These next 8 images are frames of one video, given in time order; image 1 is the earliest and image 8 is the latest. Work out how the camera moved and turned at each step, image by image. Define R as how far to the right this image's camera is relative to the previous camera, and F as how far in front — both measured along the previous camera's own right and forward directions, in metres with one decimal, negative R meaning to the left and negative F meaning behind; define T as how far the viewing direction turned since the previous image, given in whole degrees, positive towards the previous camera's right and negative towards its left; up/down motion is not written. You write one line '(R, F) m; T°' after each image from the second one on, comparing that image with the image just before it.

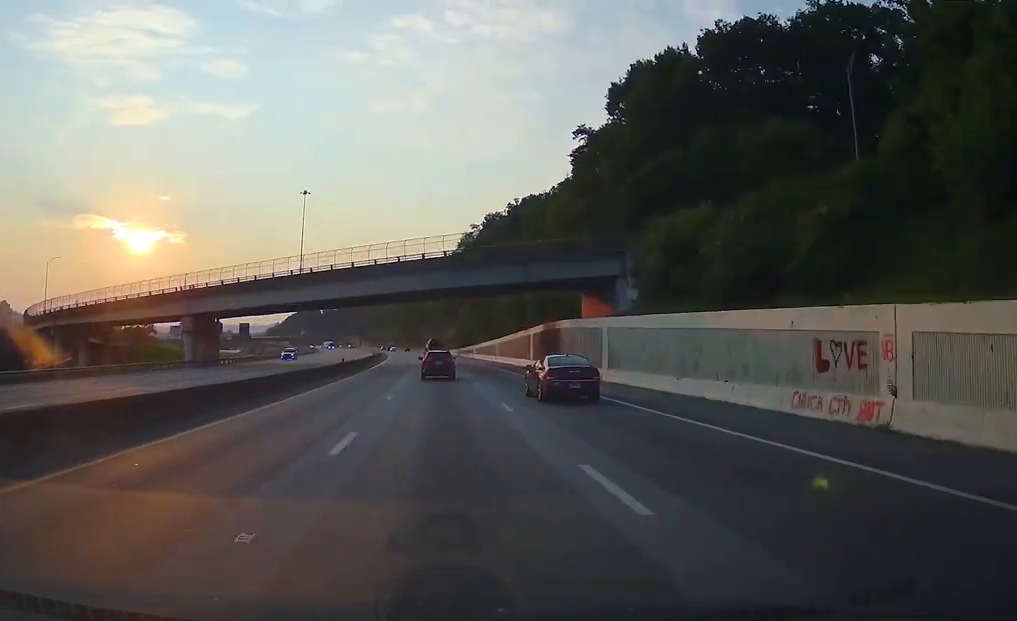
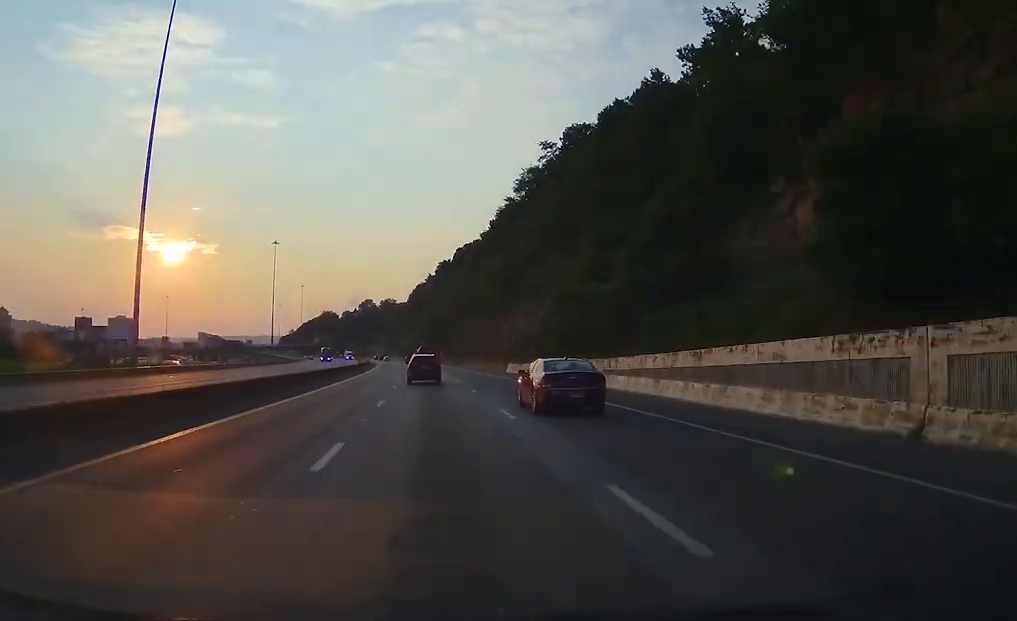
(-2.5, +112.3) m; -3°
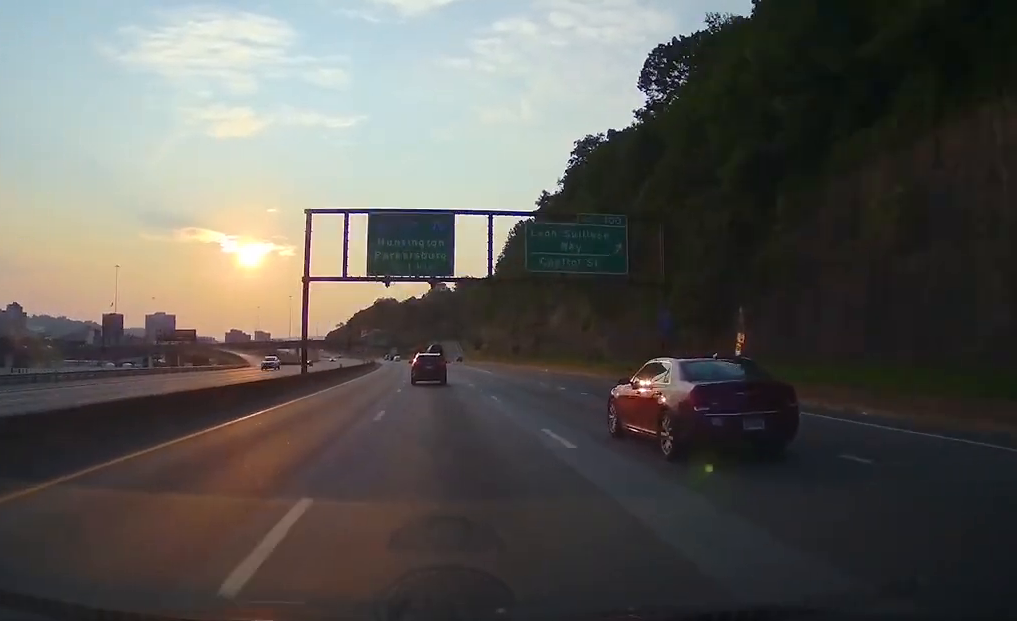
(-10.6, +187.1) m; -6°
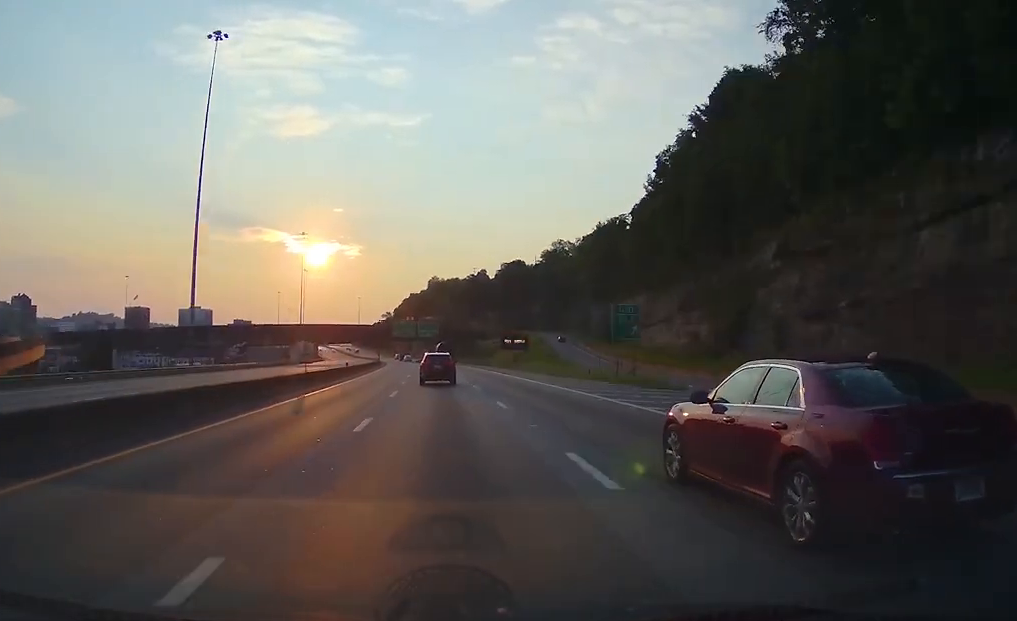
(-6.3, +150.1) m; -5°
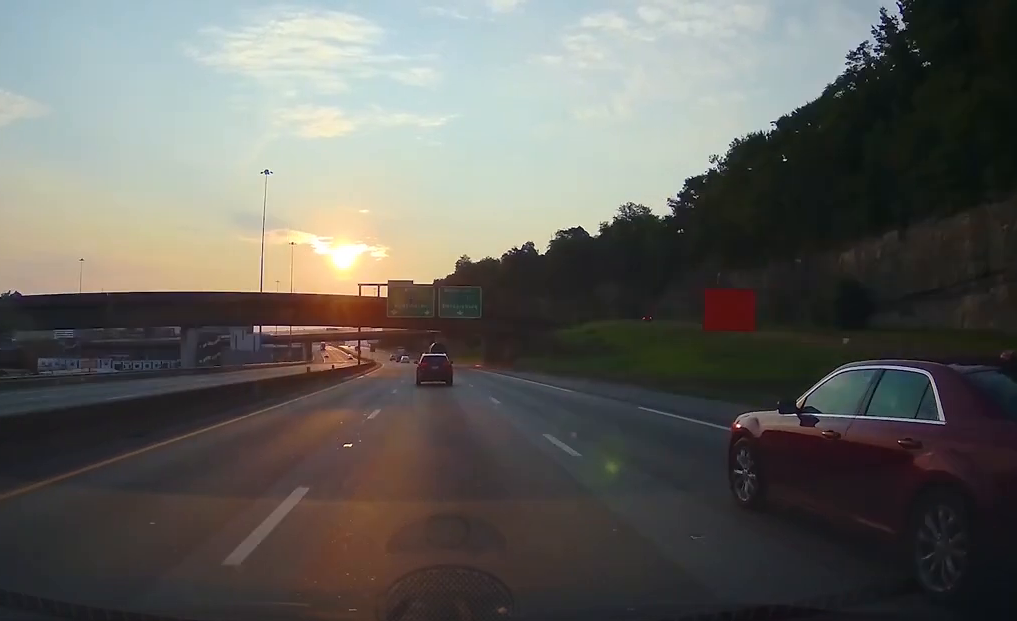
(-2.1, +81.6) m; -3°
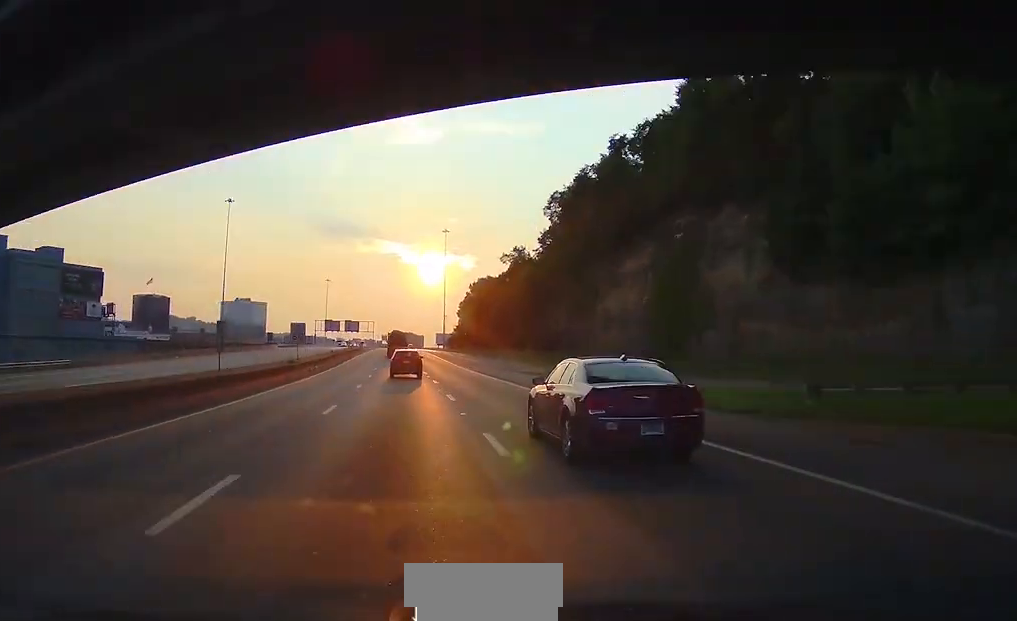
(-15.6, +230.9) m; -6°
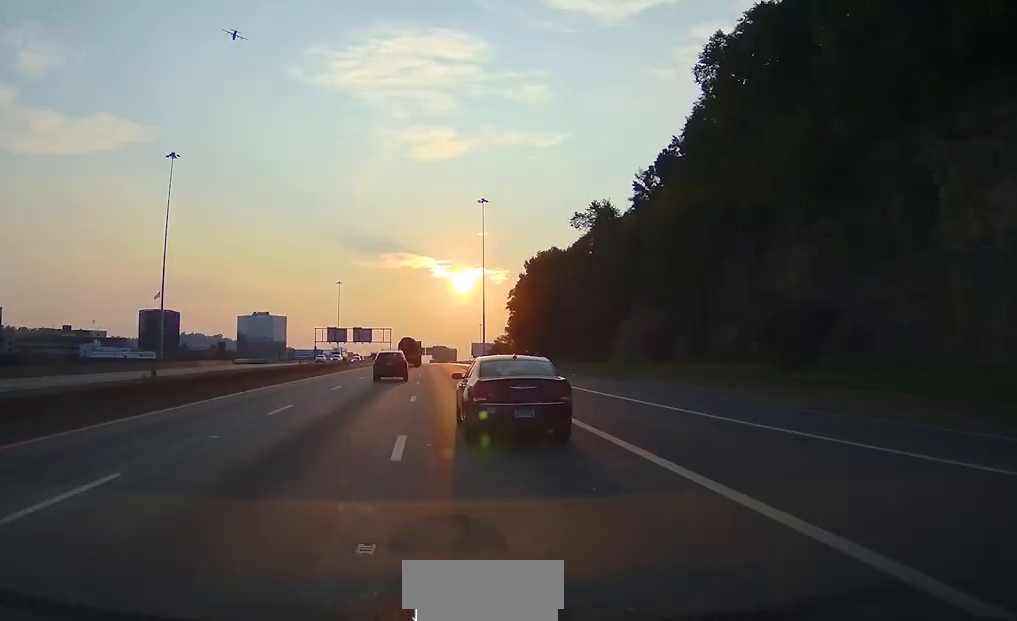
(-0.2, +61.9) m; -1°
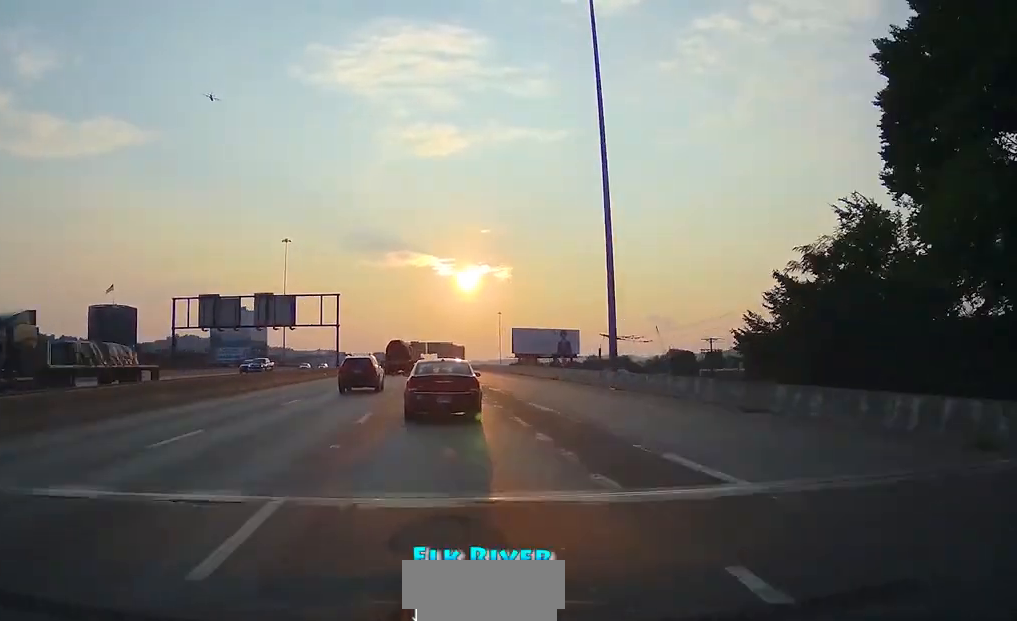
(-1.6, +114.8) m; -1°
